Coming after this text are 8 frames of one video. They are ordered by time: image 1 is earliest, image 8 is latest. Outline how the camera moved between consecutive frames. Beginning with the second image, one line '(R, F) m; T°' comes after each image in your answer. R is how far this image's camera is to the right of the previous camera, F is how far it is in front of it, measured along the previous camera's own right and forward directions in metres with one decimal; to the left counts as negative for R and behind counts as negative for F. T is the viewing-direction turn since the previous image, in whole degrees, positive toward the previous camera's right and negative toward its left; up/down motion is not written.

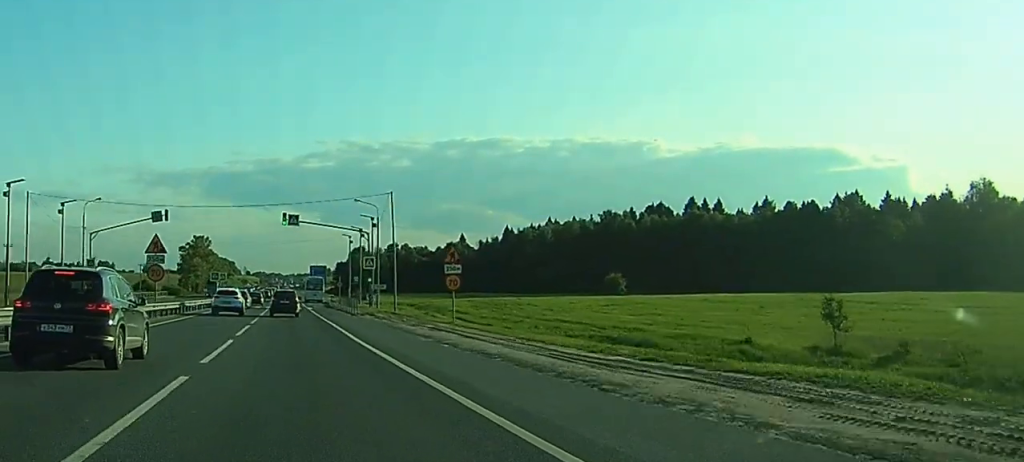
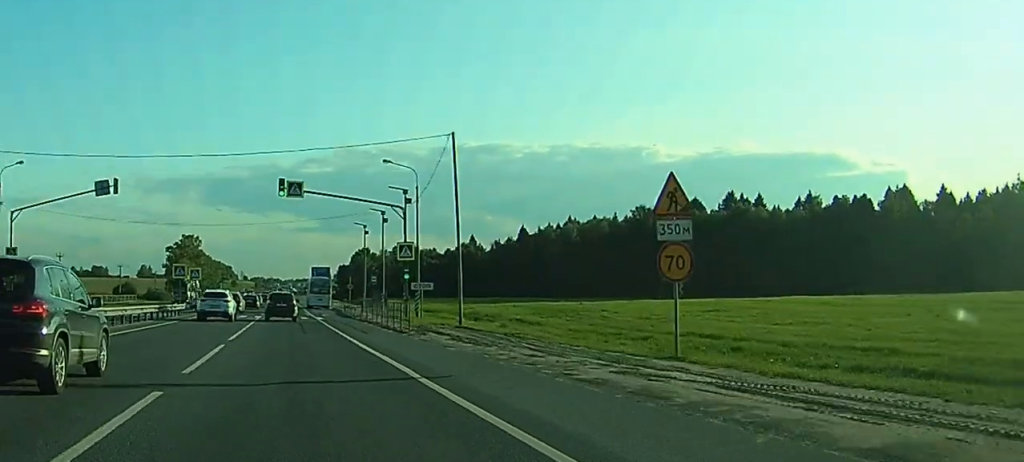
(+0.6, +27.0) m; +2°
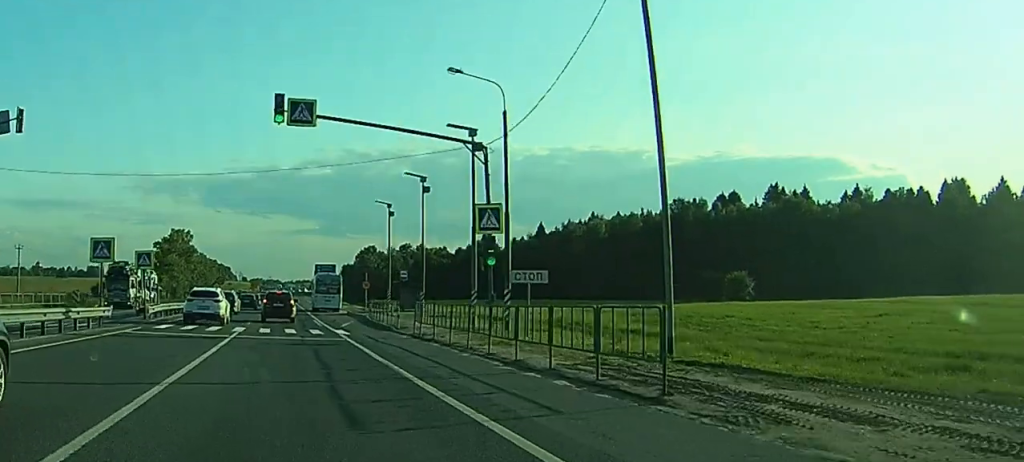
(+0.3, +23.8) m; 0°
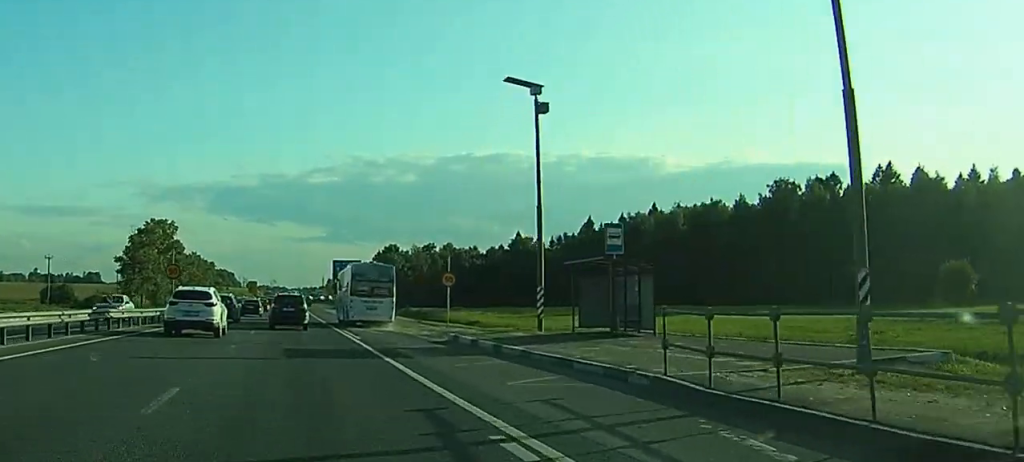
(-0.4, +44.3) m; -1°
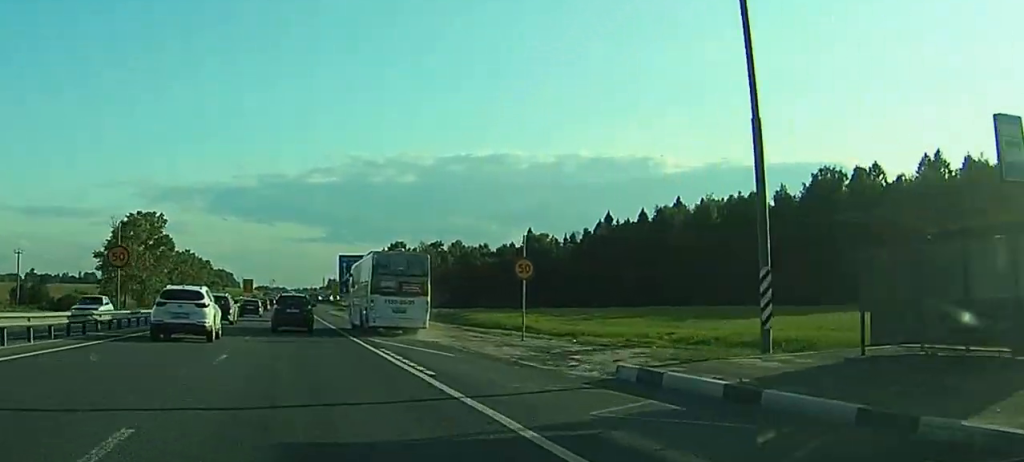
(-0.1, +16.0) m; 0°
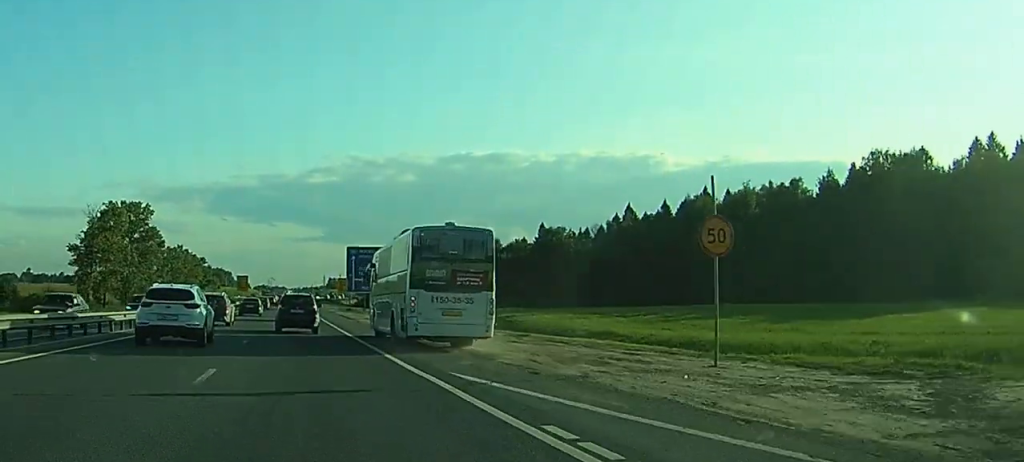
(-0.1, +15.8) m; 0°
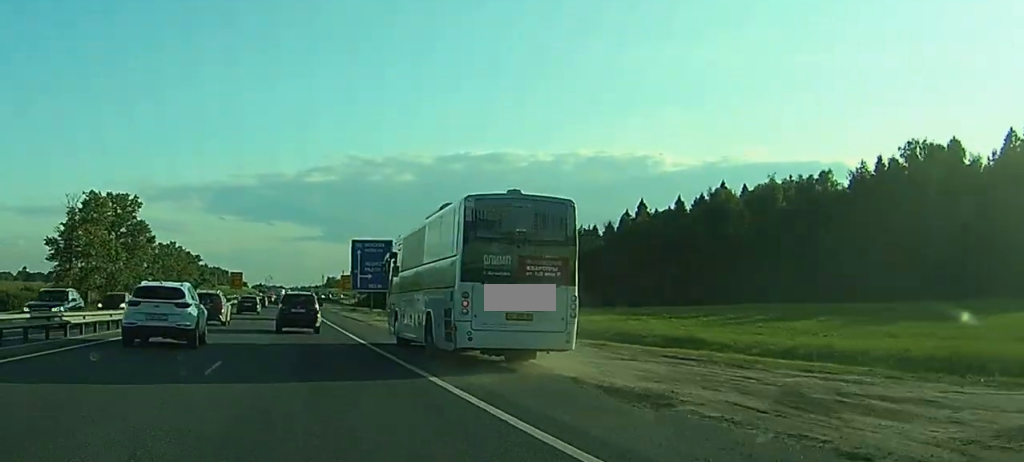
(+0.2, +10.2) m; 0°
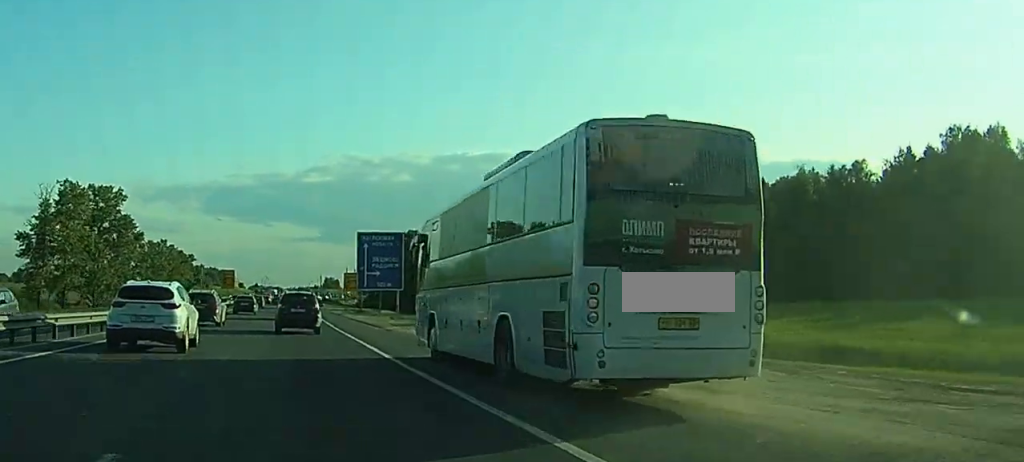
(0.0, +10.9) m; 0°
